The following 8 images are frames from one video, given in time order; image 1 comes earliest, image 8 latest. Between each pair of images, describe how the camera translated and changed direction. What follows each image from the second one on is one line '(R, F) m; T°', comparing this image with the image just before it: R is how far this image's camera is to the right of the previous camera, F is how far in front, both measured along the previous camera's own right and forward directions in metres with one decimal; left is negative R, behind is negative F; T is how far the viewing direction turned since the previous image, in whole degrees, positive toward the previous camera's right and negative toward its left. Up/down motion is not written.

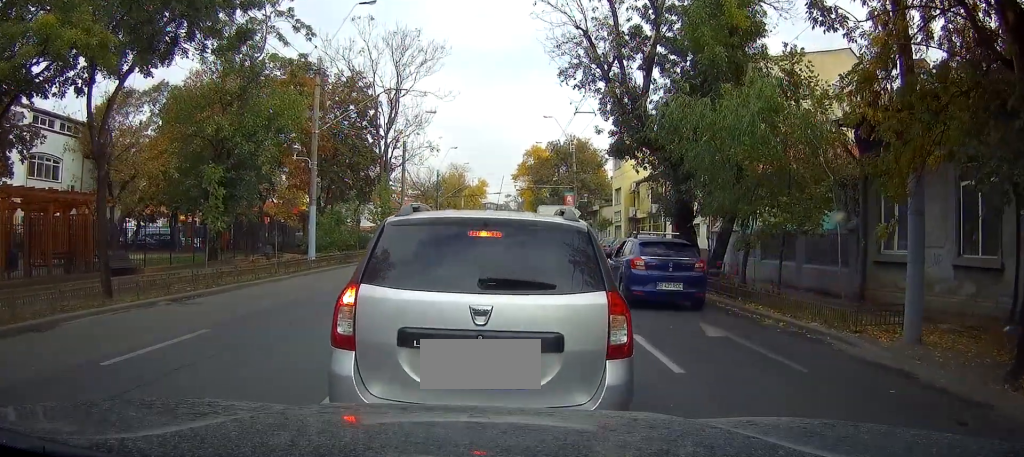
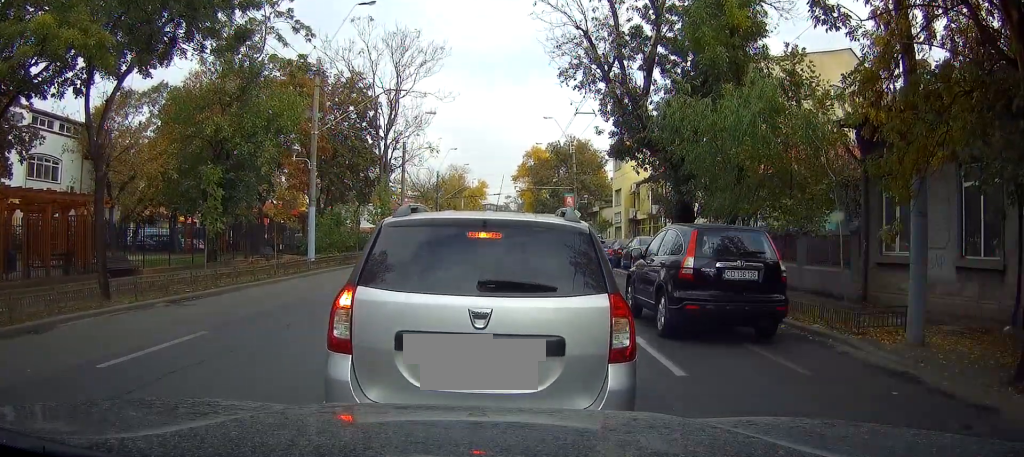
(0.0, 0.0) m; 0°
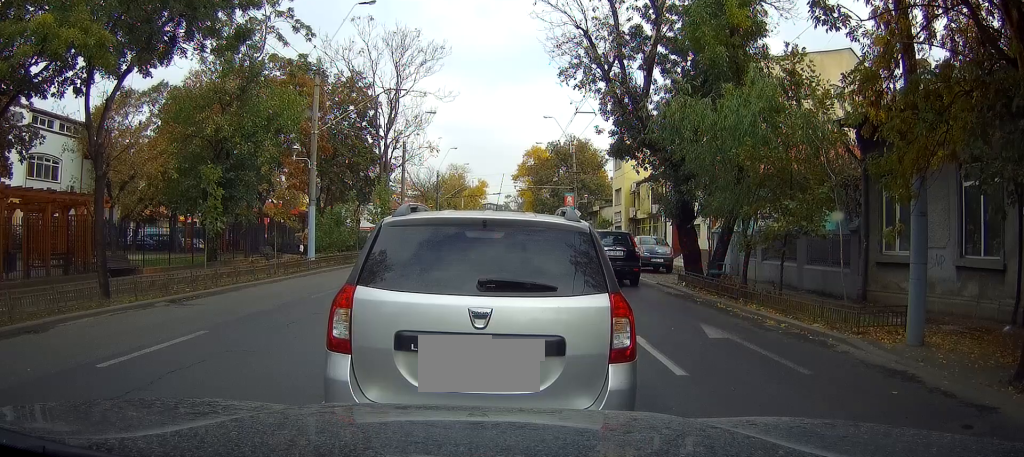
(0.0, 0.0) m; 0°
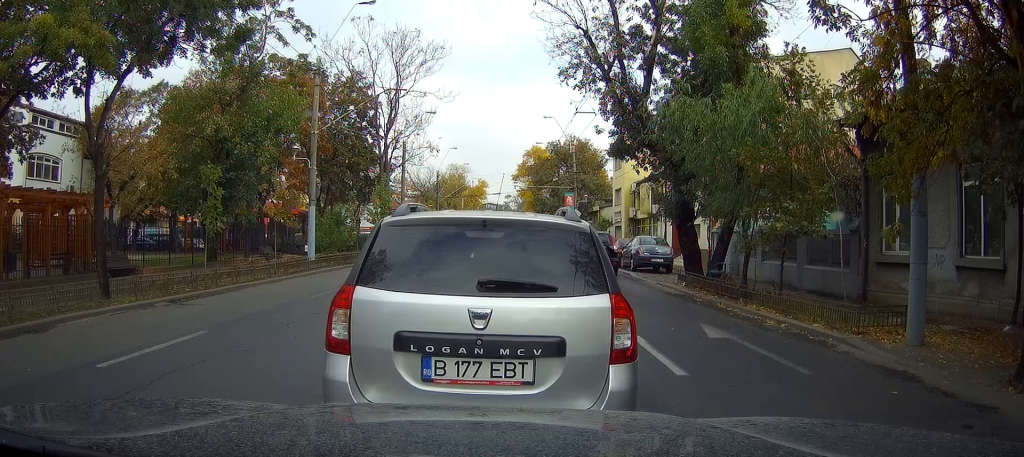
(0.0, 0.0) m; 0°
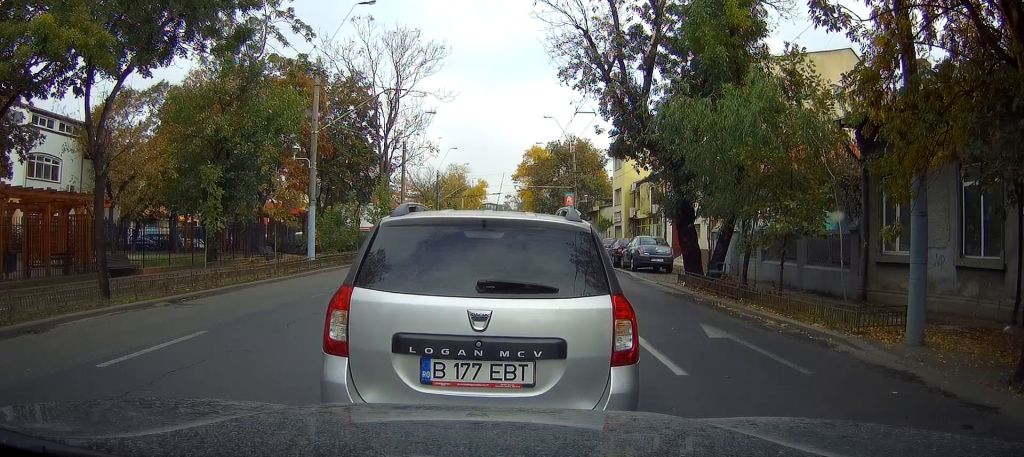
(0.0, 0.0) m; 0°
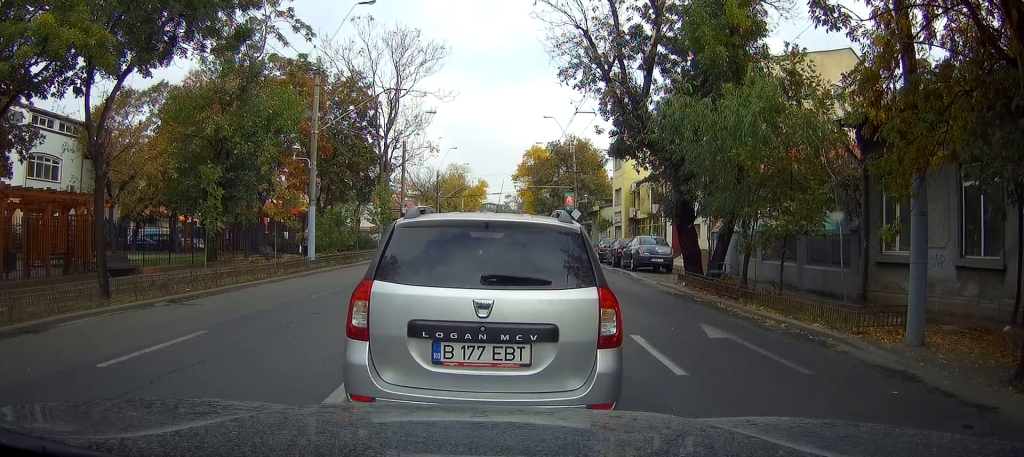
(-0.1, +0.3) m; 0°
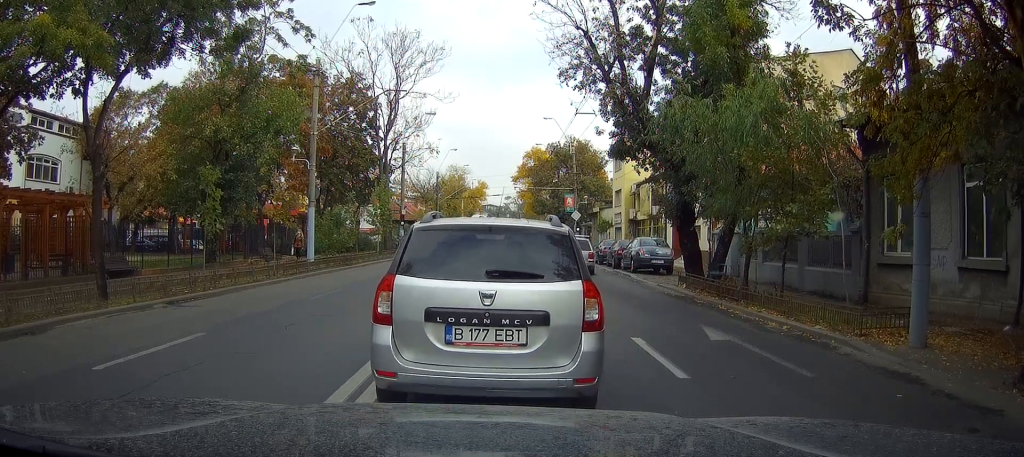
(-0.1, +0.2) m; 0°
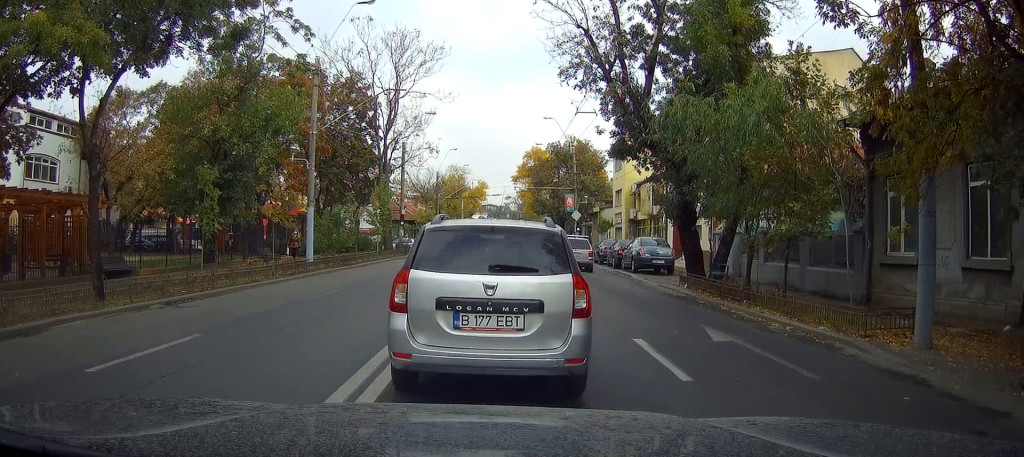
(-0.1, +0.2) m; 0°
